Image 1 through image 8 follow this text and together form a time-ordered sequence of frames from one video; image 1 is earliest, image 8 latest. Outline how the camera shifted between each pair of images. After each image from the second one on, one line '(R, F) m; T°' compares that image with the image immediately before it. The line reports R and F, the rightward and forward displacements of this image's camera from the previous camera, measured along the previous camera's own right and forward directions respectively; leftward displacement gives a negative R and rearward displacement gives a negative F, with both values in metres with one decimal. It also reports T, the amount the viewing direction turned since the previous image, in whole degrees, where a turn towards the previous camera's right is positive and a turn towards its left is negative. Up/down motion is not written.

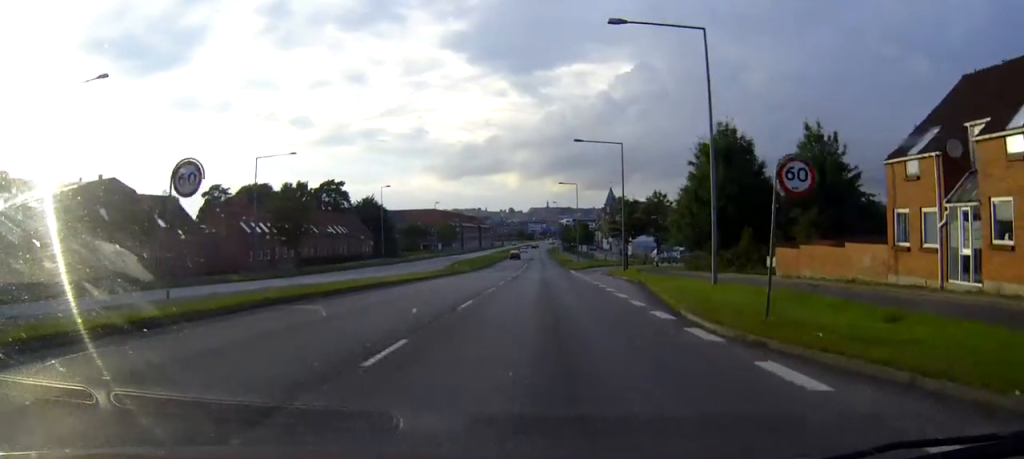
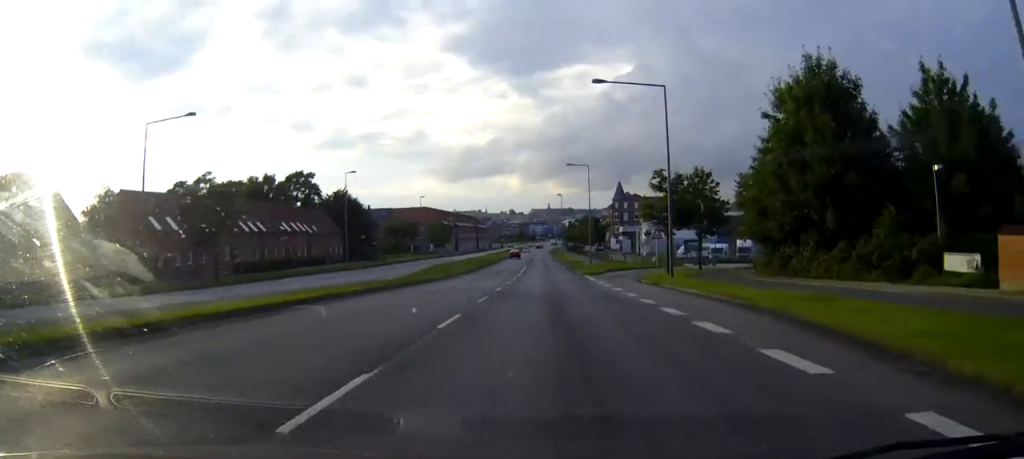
(-0.1, +19.0) m; 0°
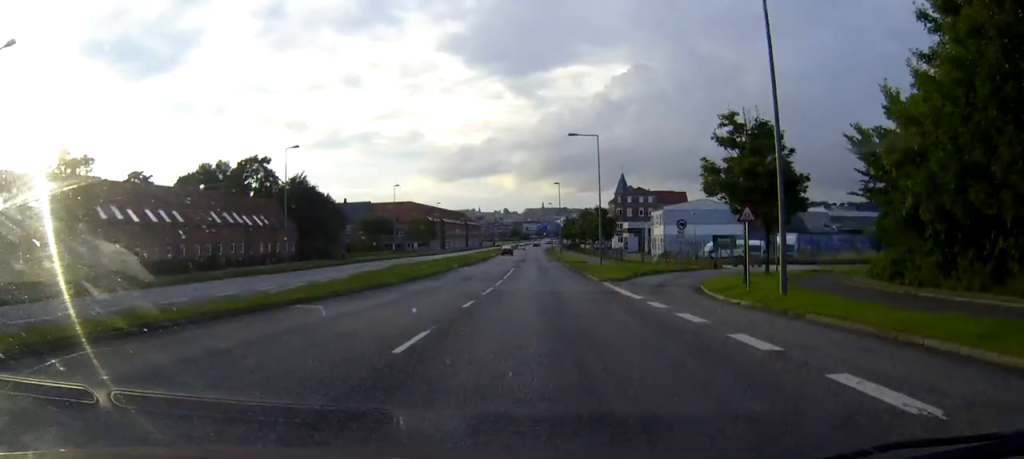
(+0.1, +17.8) m; 0°
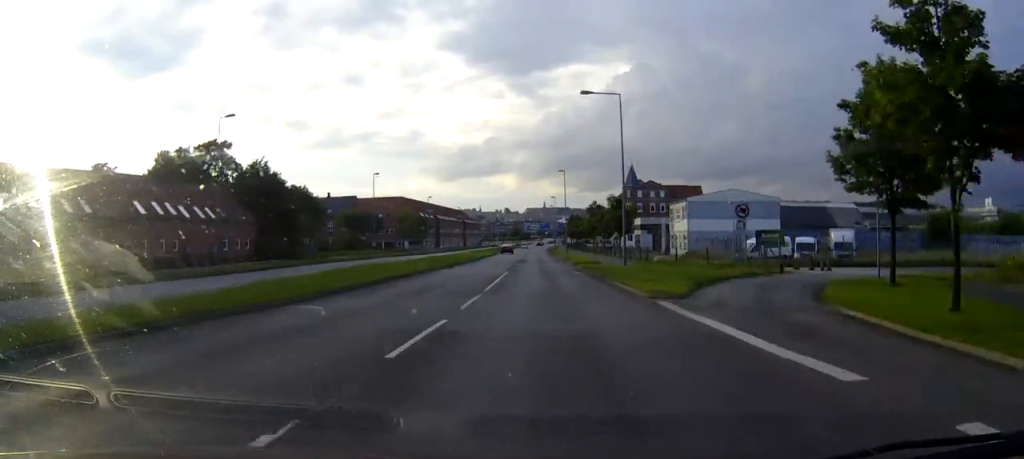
(0.0, +14.2) m; 0°
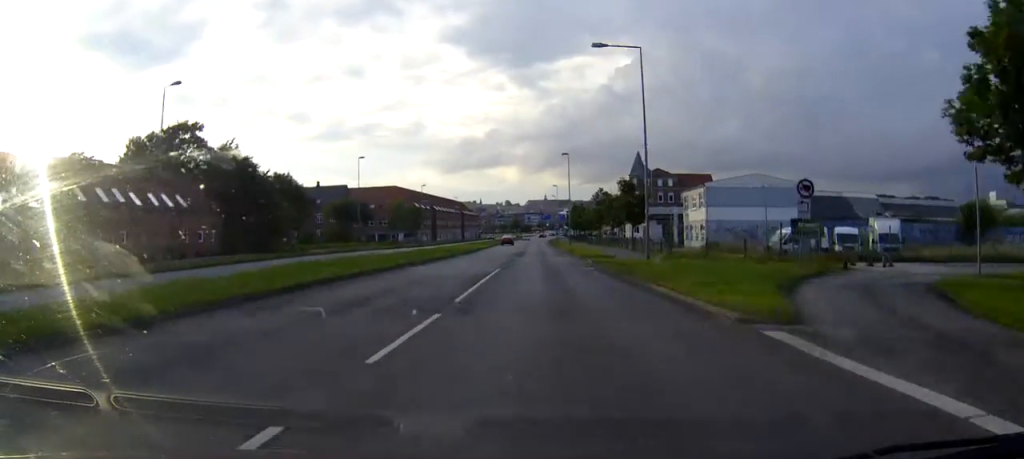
(0.0, +8.2) m; 0°
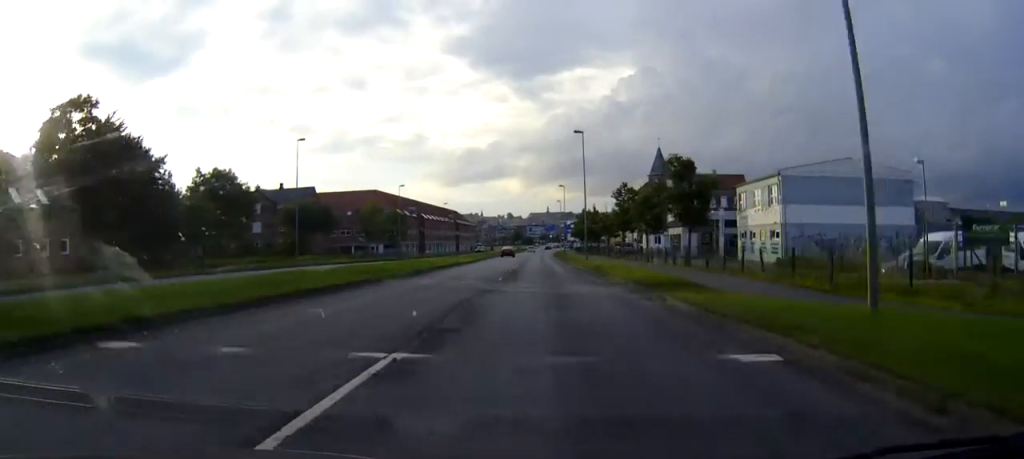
(0.0, +23.2) m; 0°
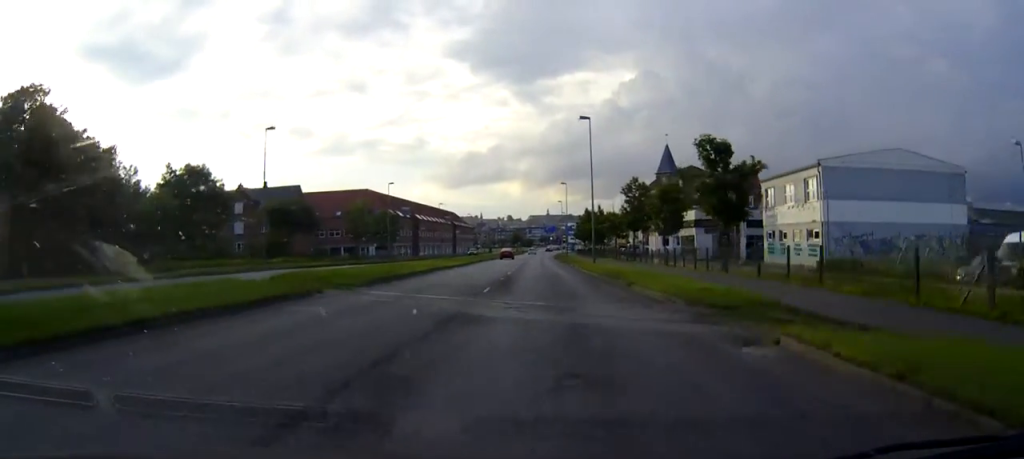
(0.0, +8.0) m; 0°
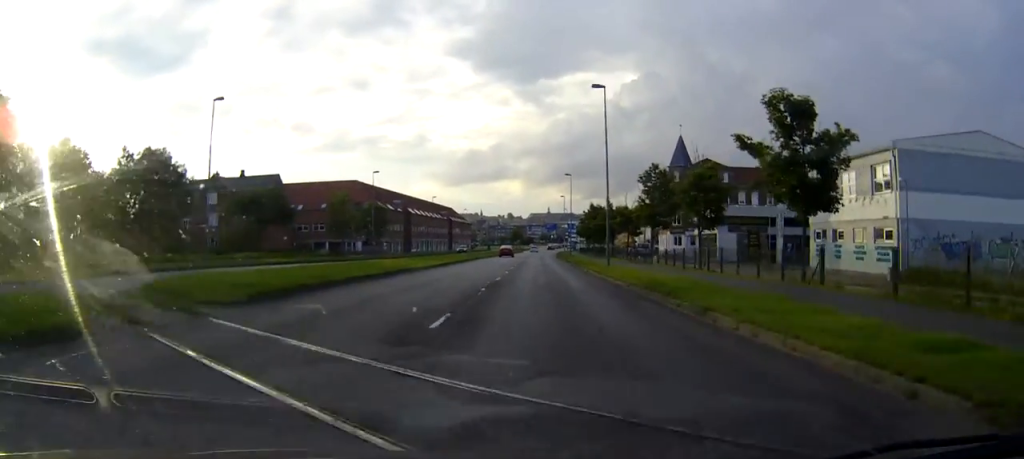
(0.0, +10.2) m; 0°
